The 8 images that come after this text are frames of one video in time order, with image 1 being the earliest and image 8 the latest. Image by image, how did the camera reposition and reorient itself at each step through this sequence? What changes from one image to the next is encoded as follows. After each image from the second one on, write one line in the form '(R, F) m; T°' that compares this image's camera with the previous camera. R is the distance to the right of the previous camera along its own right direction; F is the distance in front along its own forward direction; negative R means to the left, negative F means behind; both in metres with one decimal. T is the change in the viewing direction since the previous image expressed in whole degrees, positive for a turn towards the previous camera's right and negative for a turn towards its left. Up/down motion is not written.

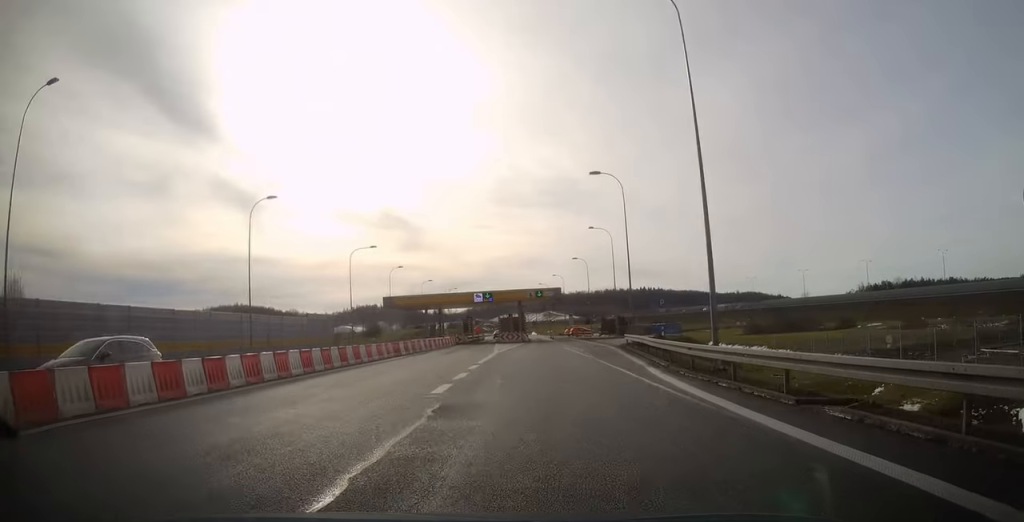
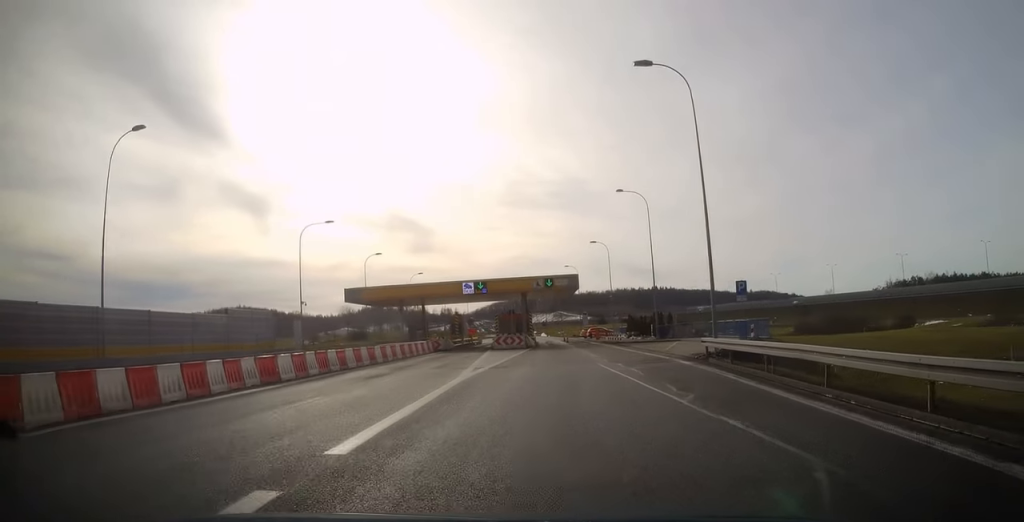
(0.0, +18.7) m; 0°
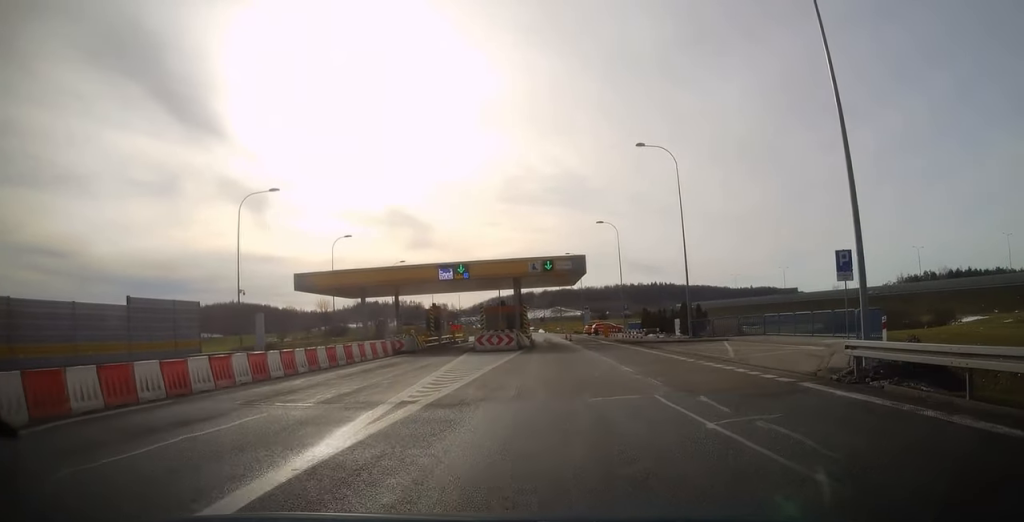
(0.0, +12.0) m; 0°
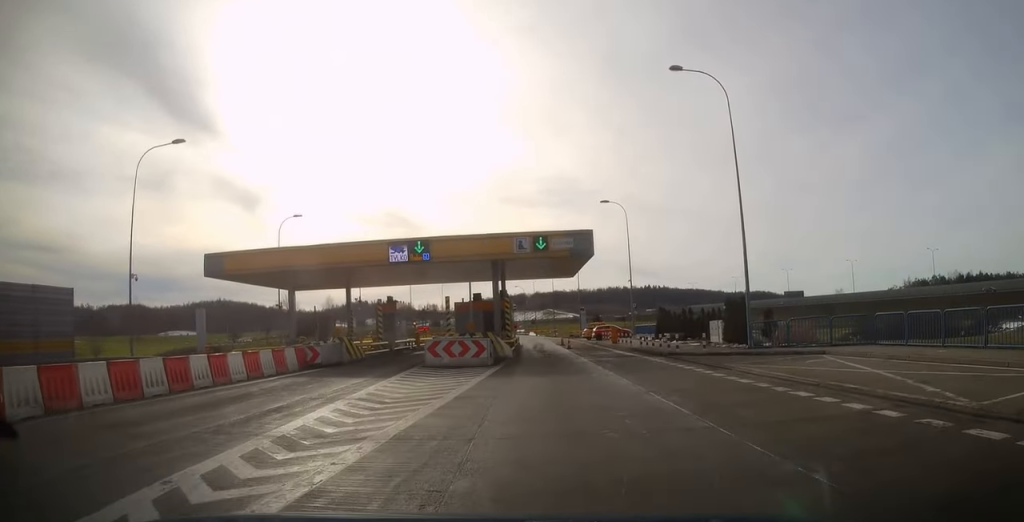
(0.0, +13.1) m; 0°
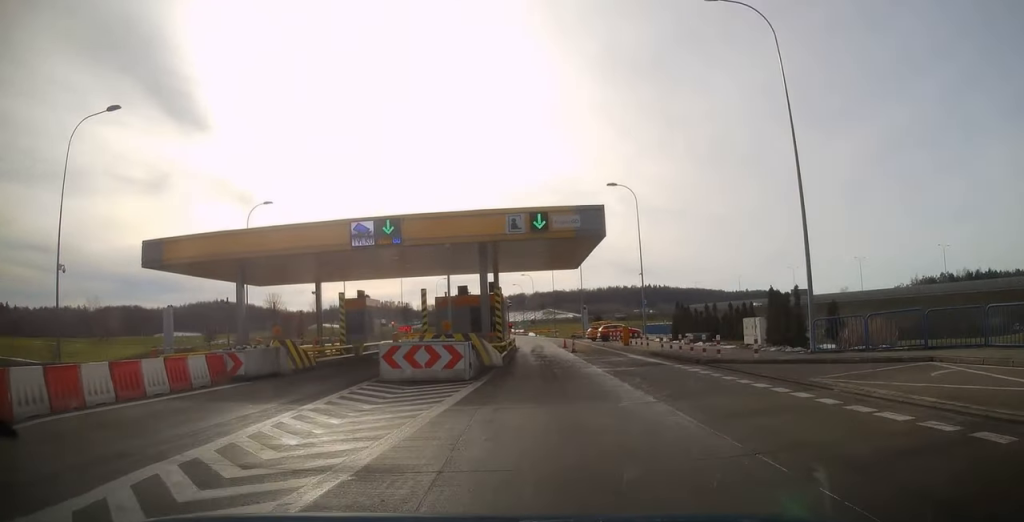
(0.0, +6.8) m; 0°
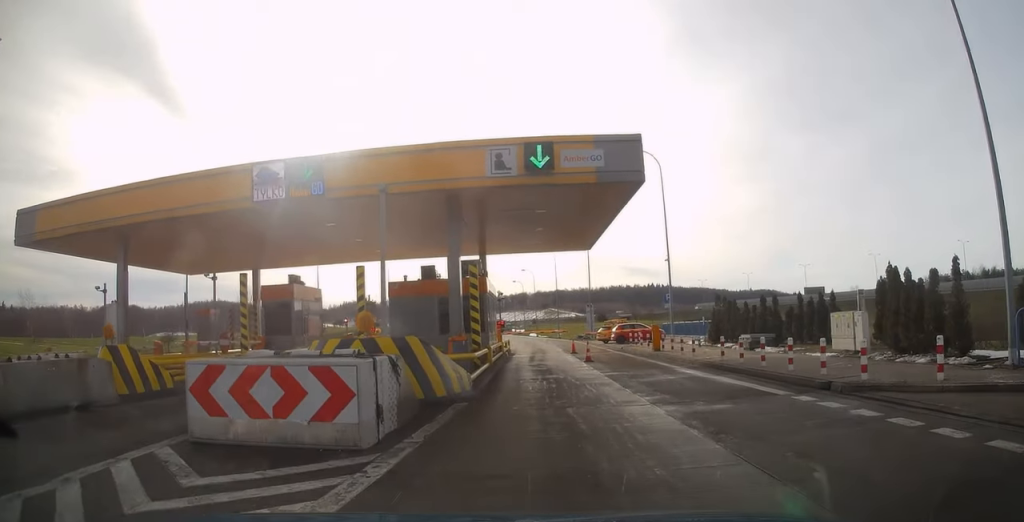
(0.0, +10.3) m; 0°
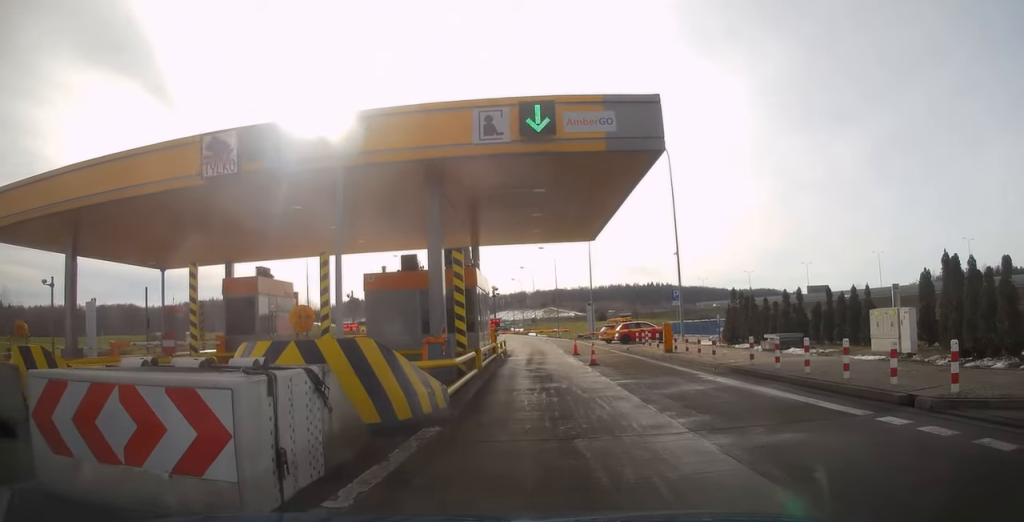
(0.0, +3.2) m; 0°
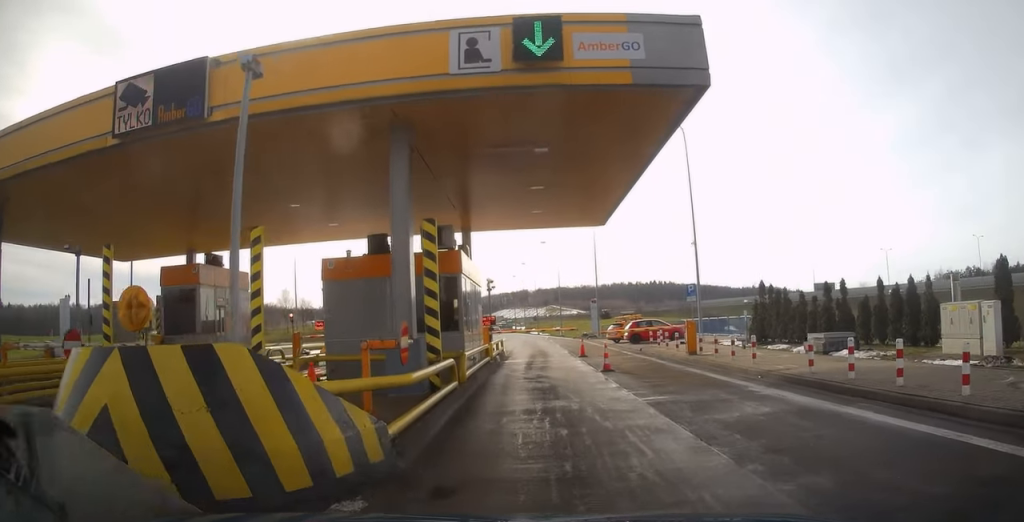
(0.0, +4.2) m; +1°
